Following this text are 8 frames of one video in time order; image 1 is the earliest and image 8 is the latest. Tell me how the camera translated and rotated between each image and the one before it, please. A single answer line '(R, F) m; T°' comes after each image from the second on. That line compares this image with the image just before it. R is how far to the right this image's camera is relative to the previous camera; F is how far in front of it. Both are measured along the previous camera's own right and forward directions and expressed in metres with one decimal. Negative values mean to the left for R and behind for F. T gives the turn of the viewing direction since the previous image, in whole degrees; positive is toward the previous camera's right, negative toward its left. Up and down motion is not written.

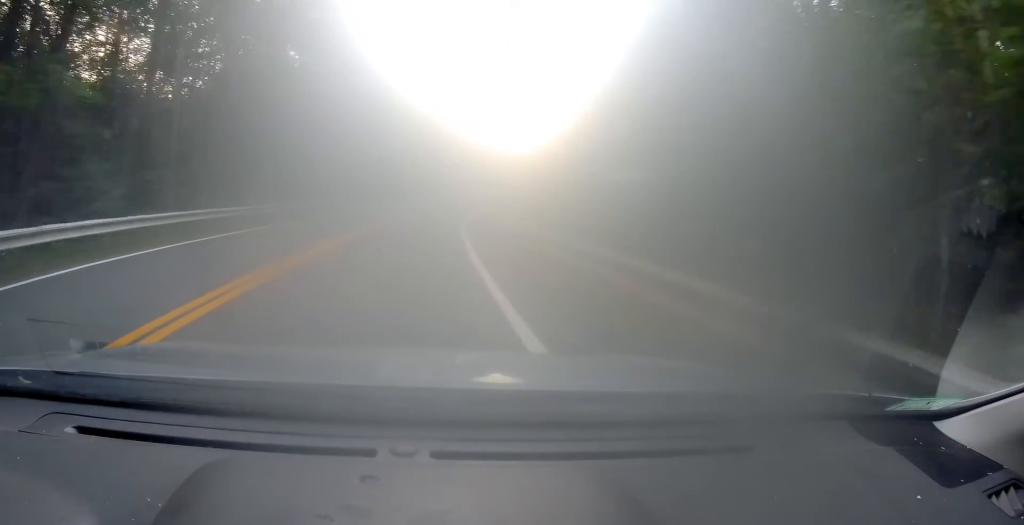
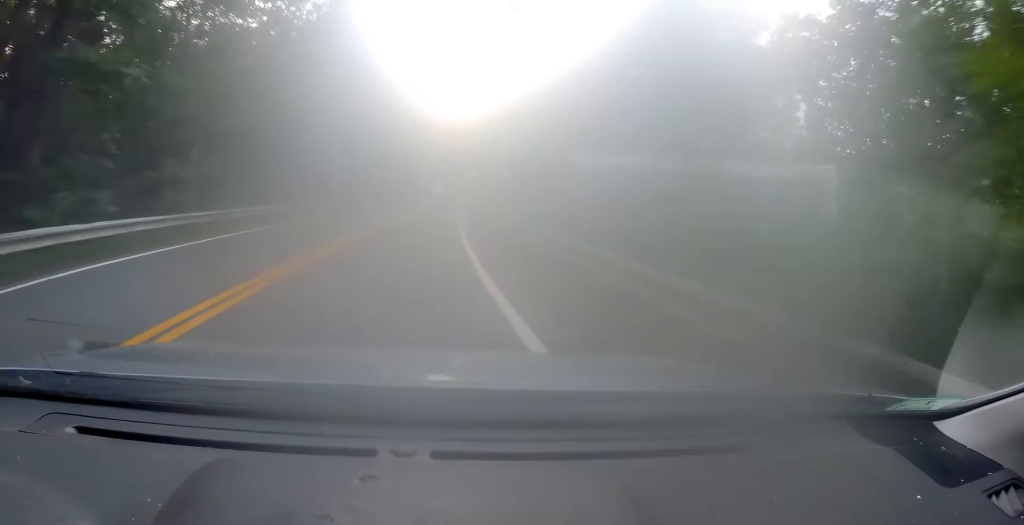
(+3.2, +38.4) m; +10°
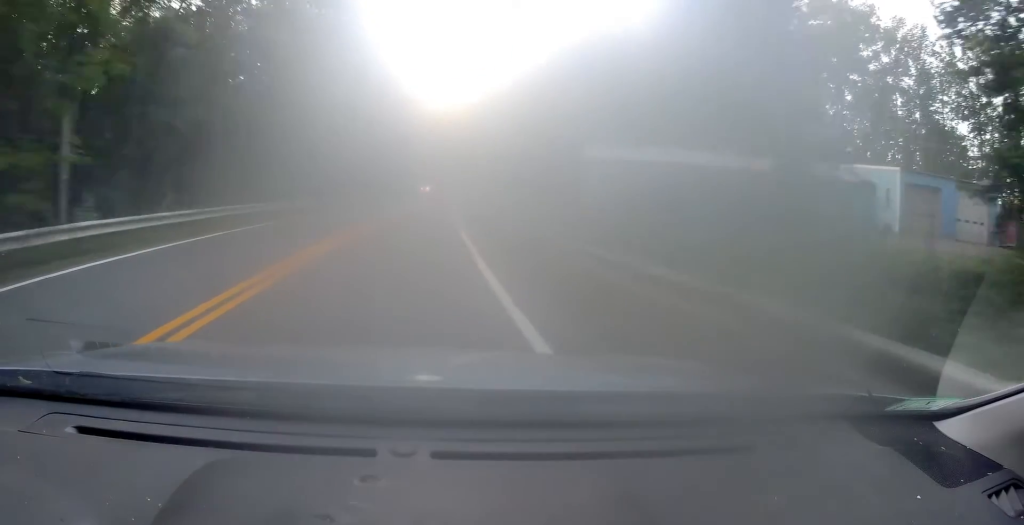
(+0.2, +9.3) m; +1°
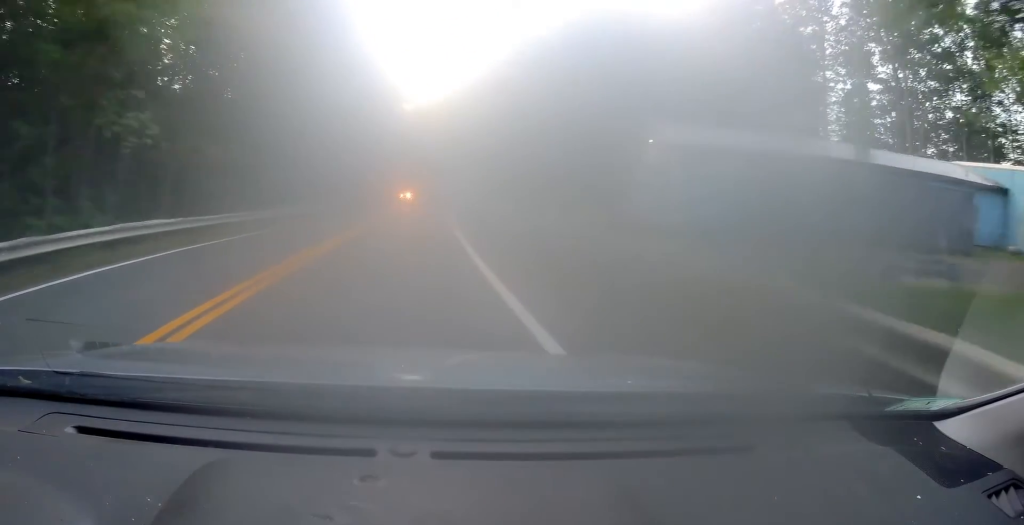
(+0.2, +14.9) m; +1°
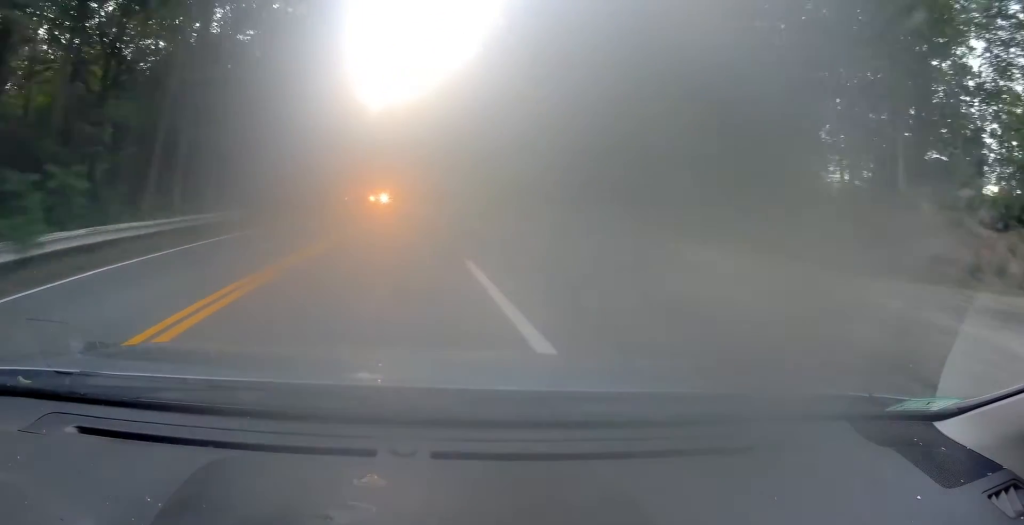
(+0.6, +30.5) m; +3°
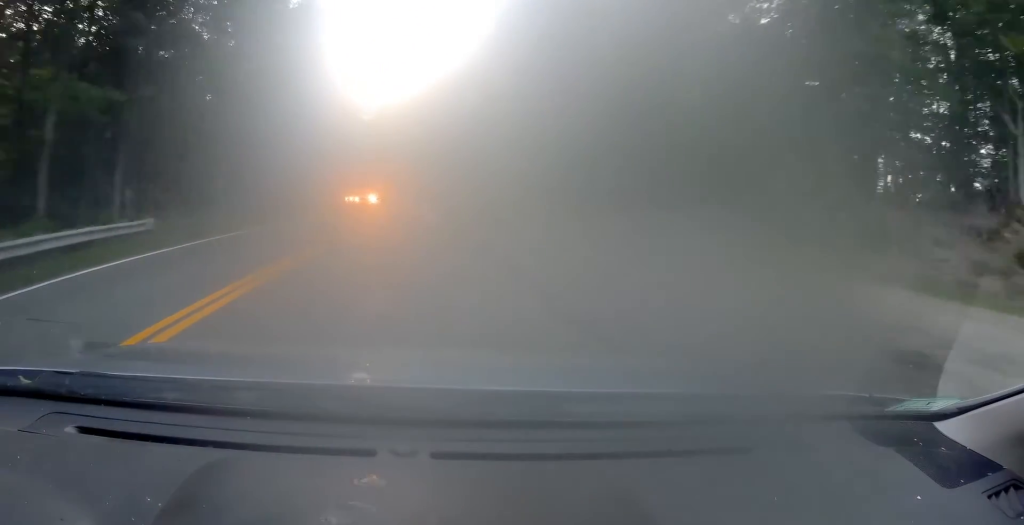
(+0.1, +8.5) m; +1°
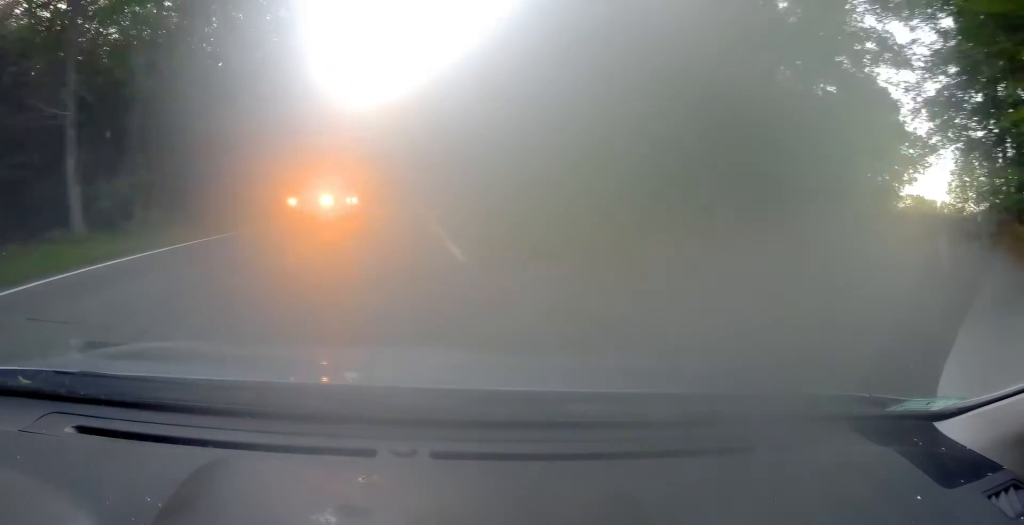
(+0.2, +14.8) m; +1°
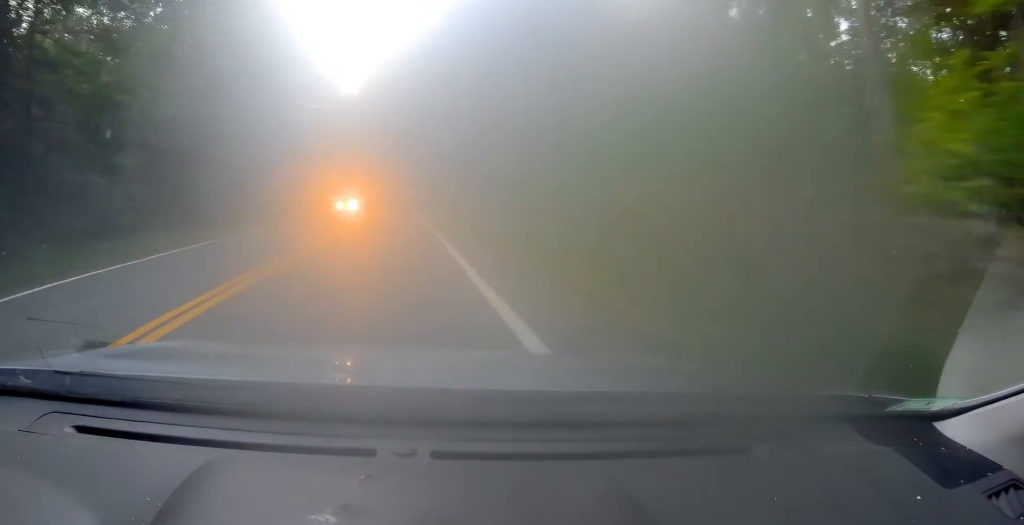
(+0.1, +25.7) m; -1°
